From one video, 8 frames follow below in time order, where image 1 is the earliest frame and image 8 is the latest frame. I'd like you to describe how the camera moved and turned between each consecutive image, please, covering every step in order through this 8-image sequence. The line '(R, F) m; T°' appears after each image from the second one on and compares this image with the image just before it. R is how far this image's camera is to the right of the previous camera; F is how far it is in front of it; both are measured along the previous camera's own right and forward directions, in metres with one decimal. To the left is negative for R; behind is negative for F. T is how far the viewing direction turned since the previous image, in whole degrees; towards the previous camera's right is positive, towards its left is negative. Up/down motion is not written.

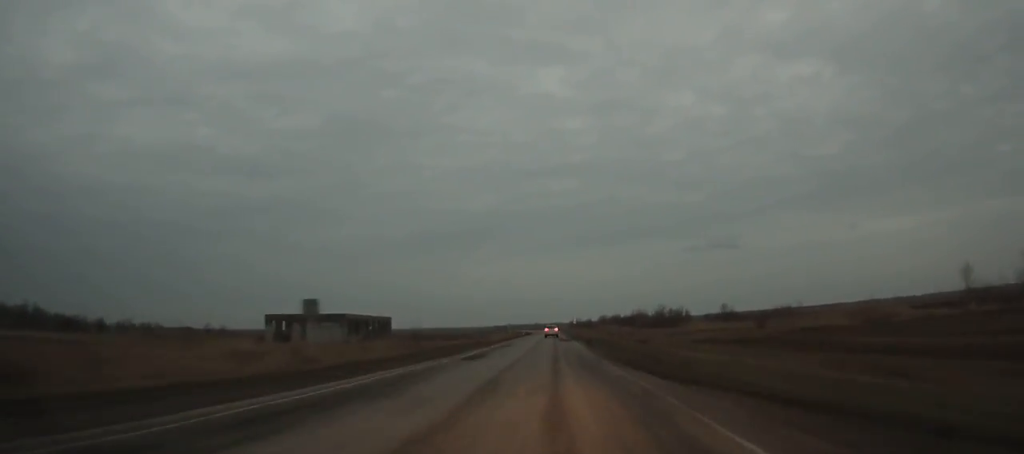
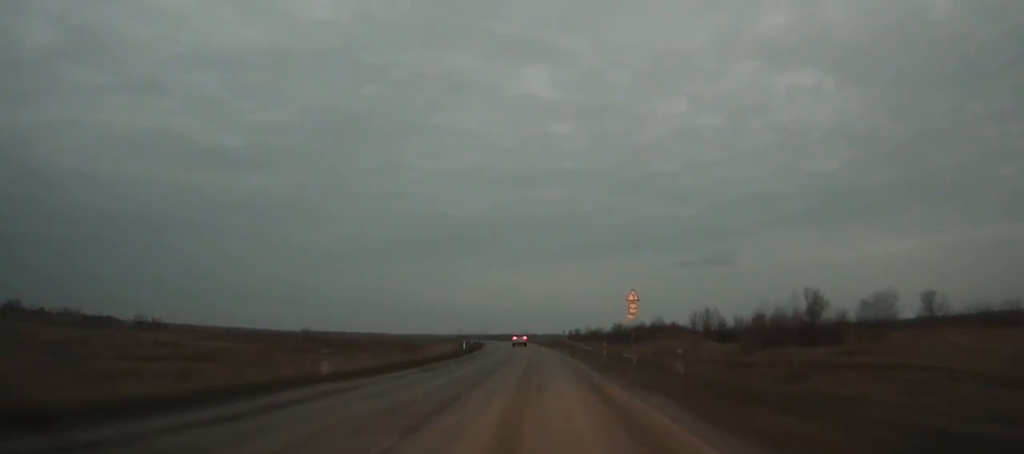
(+0.2, +118.0) m; -2°
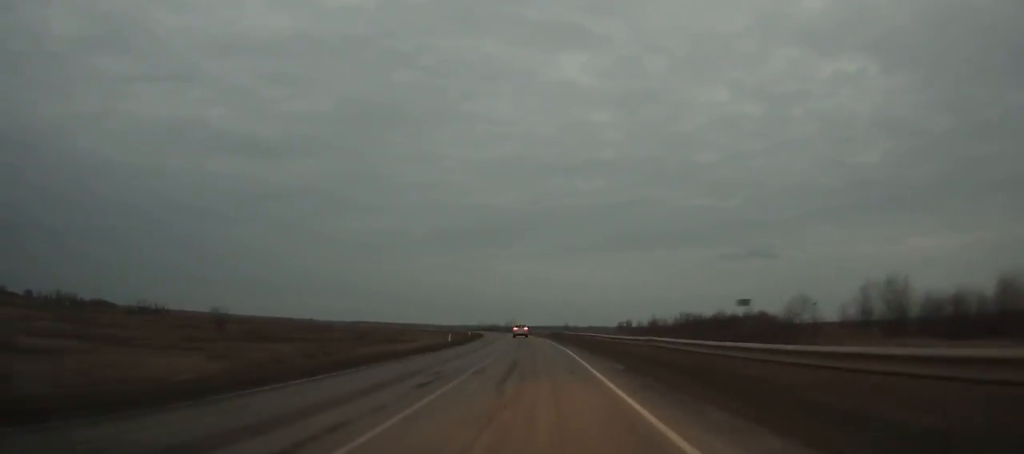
(-2.3, +63.3) m; -4°
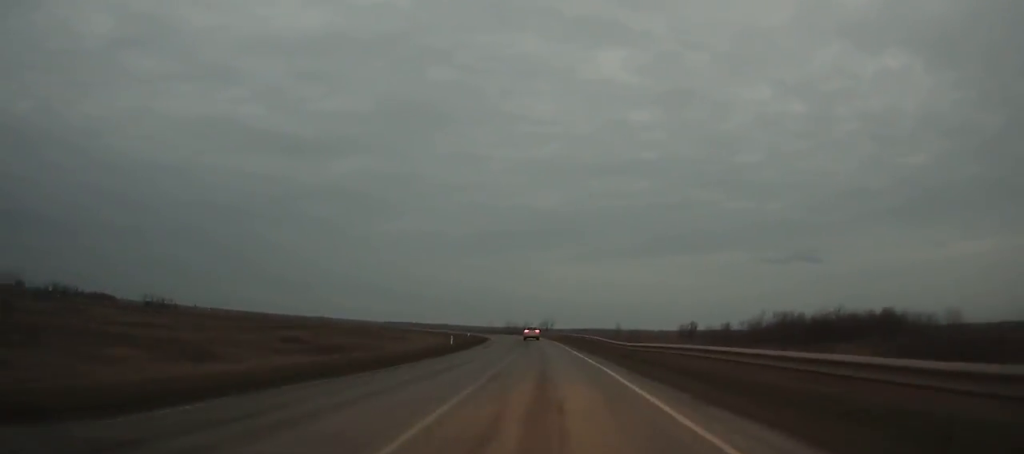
(-1.9, +53.9) m; -4°
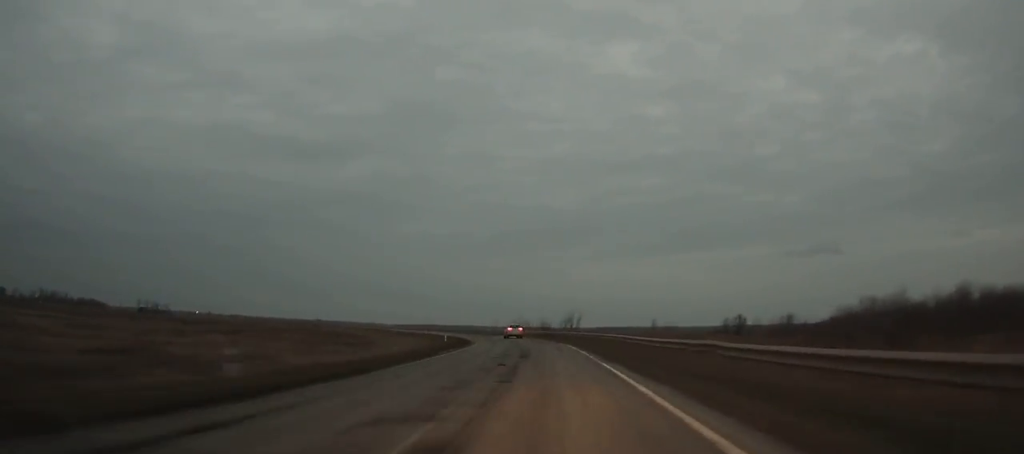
(-0.5, +37.4) m; -4°
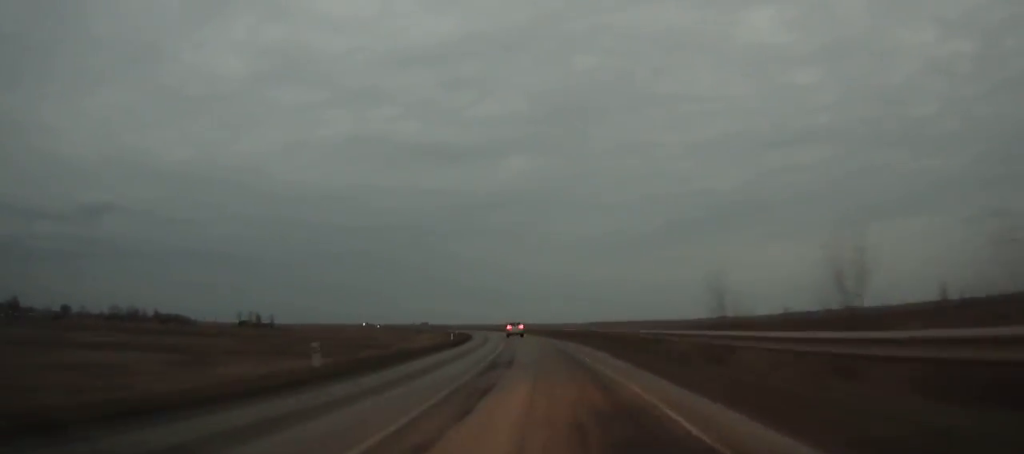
(-12.0, +93.2) m; -14°
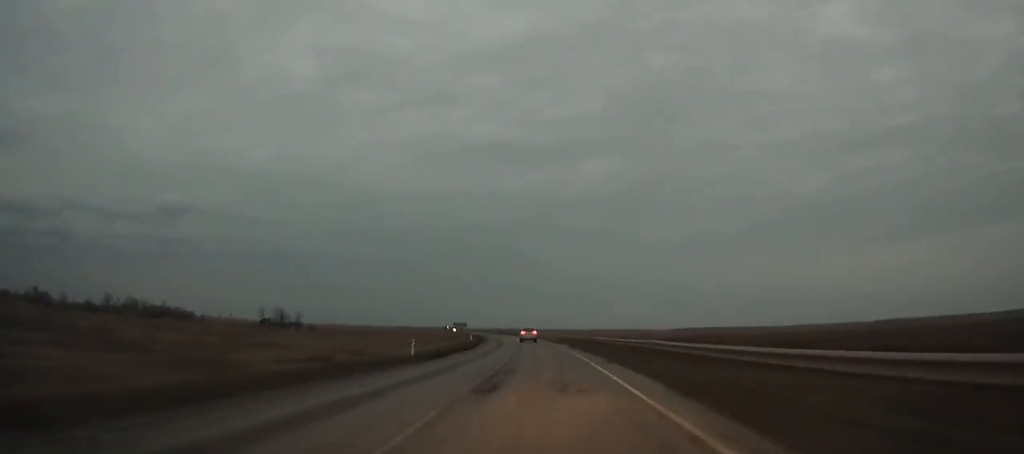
(-8.3, +86.6) m; -9°
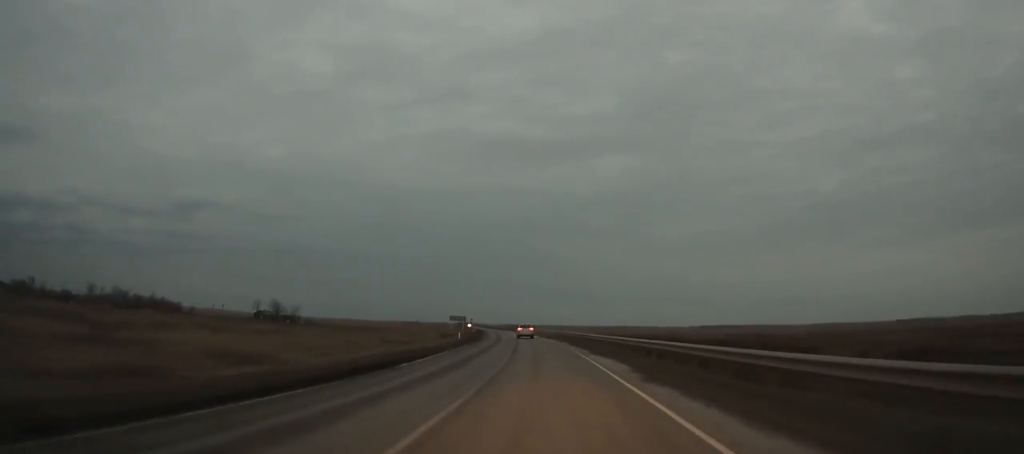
(-0.6, +27.5) m; -2°
